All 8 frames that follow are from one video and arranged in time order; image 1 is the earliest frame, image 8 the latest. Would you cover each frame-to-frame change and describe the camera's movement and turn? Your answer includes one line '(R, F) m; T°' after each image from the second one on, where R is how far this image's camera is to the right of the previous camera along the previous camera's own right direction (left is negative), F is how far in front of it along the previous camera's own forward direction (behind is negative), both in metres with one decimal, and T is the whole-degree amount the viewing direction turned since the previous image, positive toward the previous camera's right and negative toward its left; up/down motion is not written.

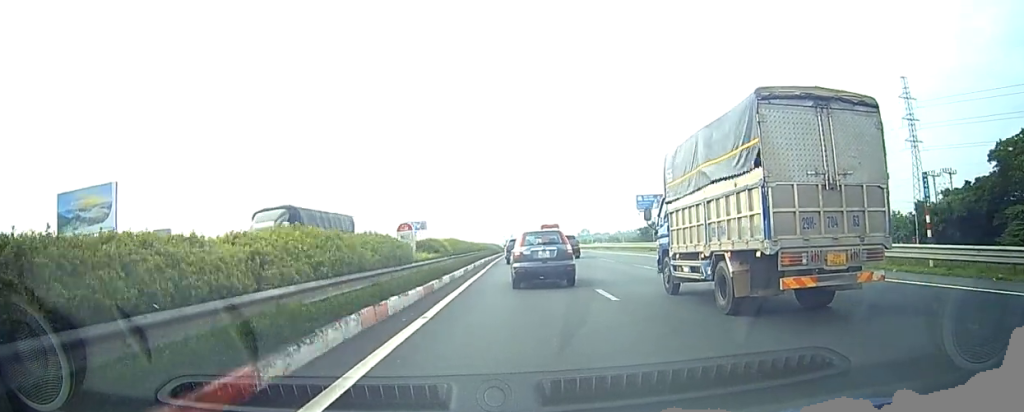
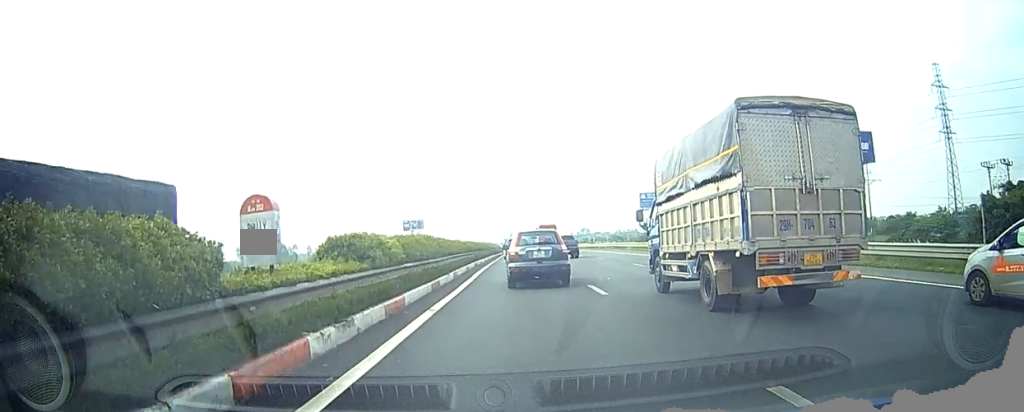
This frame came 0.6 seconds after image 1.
(0.0, +10.3) m; -1°
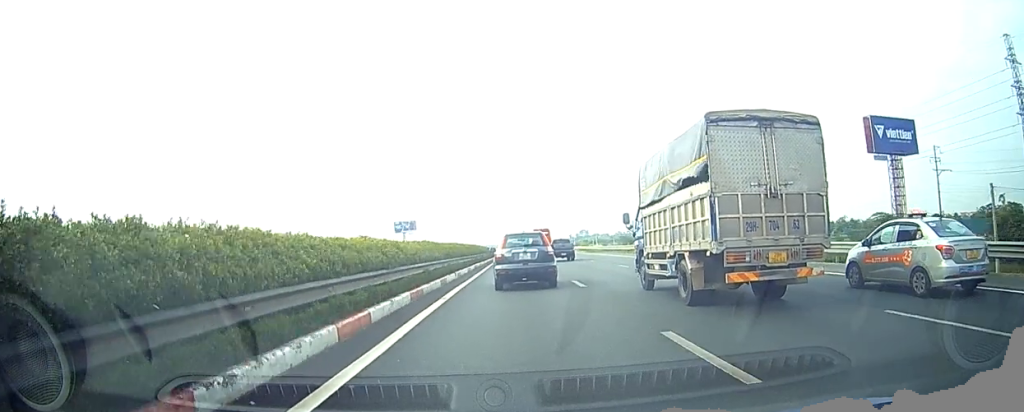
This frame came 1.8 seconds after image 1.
(-0.6, +19.0) m; -1°
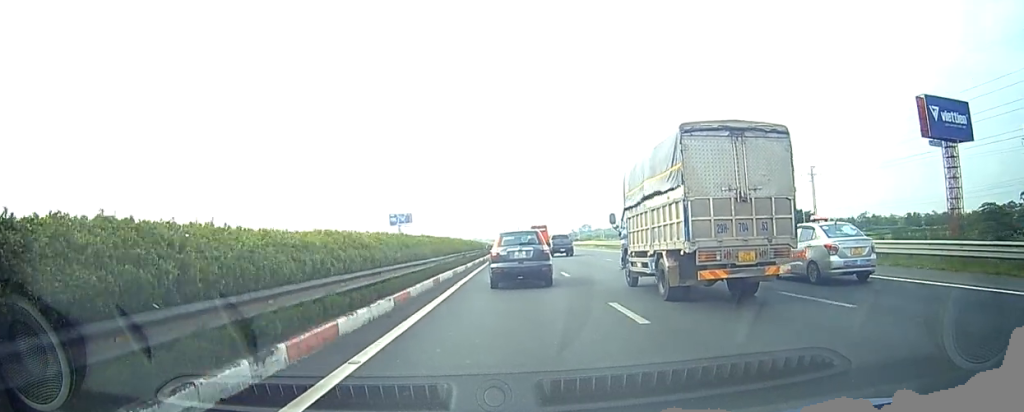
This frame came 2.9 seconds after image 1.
(+0.2, +19.2) m; 0°
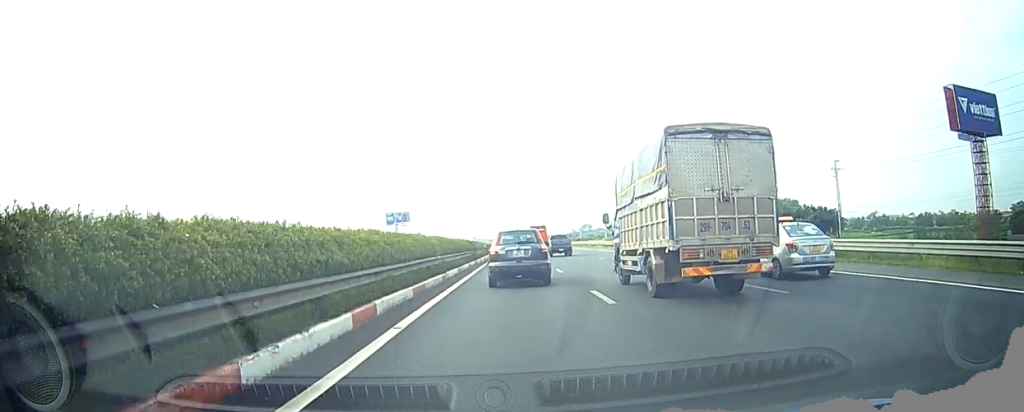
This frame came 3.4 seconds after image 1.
(0.0, +9.1) m; 0°
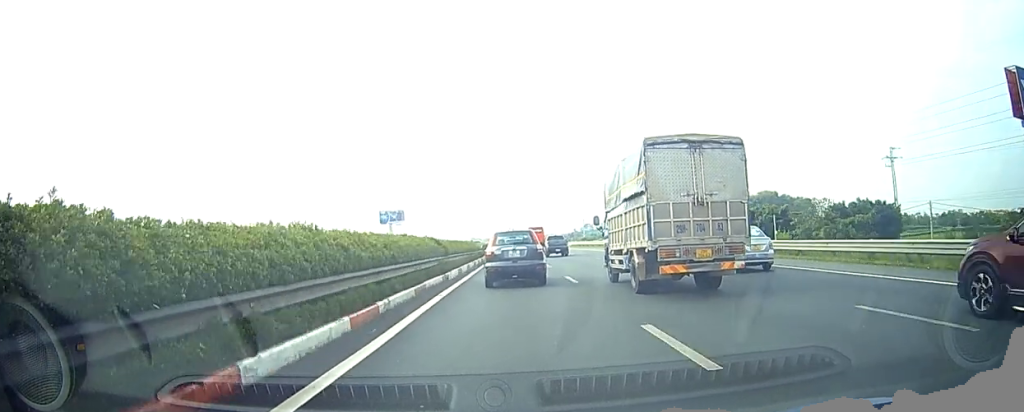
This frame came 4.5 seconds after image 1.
(0.0, +18.4) m; +1°
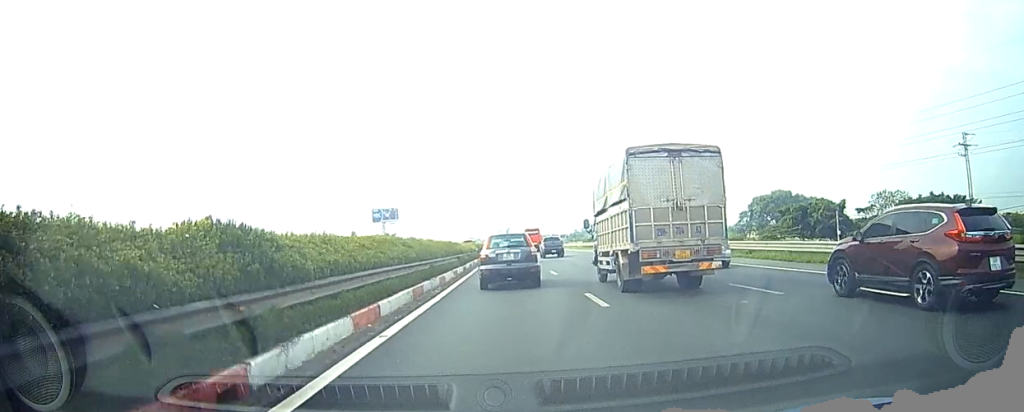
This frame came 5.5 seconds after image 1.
(+0.3, +17.8) m; +2°
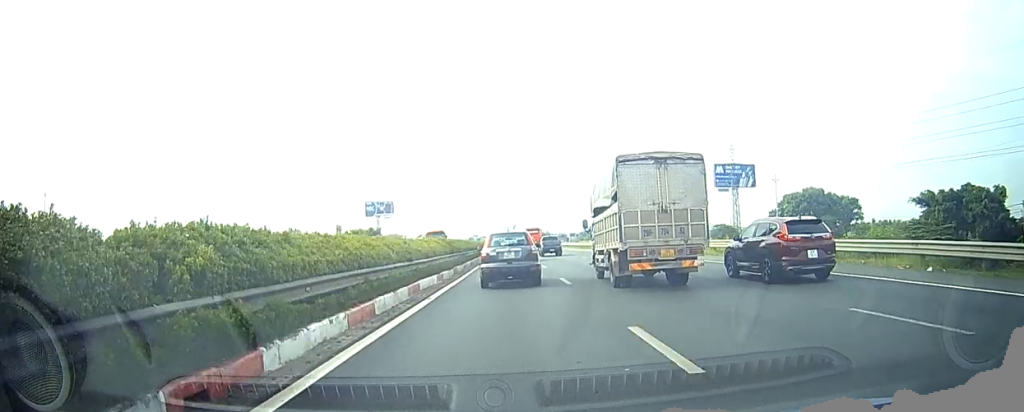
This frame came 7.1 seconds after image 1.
(+0.2, +33.4) m; 0°
